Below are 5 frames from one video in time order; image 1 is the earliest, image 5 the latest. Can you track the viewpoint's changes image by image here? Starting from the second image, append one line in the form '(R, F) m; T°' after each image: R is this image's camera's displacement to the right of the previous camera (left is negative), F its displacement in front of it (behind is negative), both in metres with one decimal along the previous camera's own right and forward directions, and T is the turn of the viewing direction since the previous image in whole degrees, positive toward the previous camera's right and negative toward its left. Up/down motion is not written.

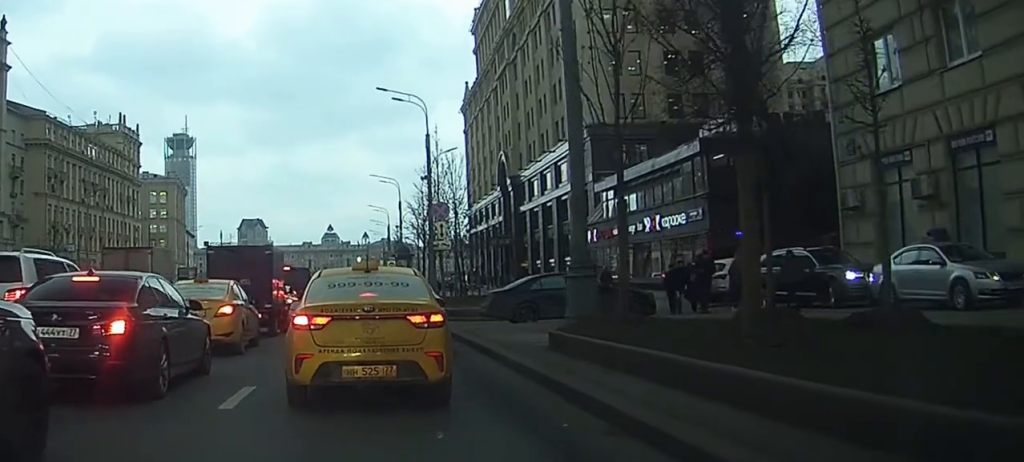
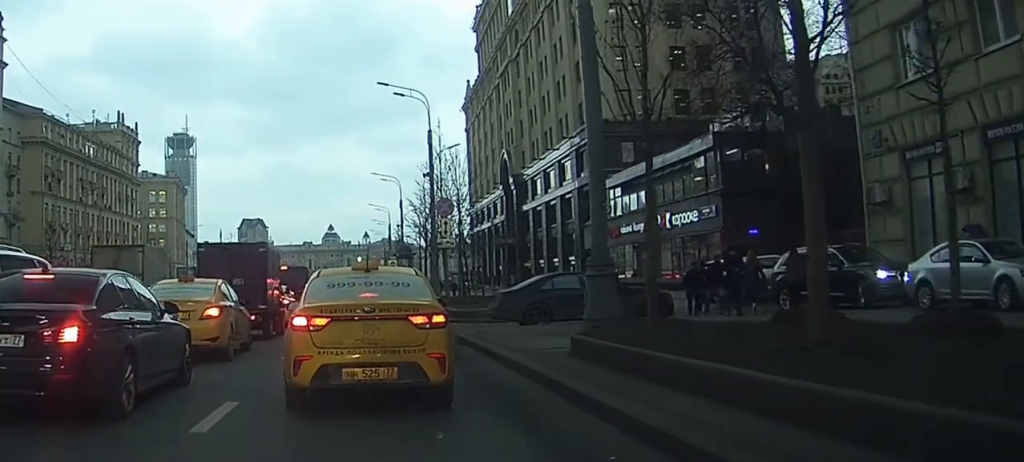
(0.0, +1.4) m; -3°
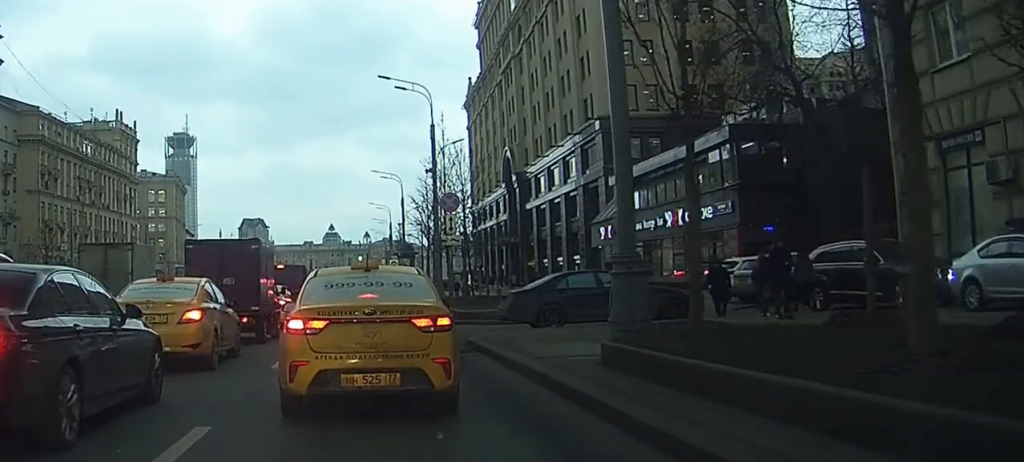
(0.0, +1.7) m; -2°
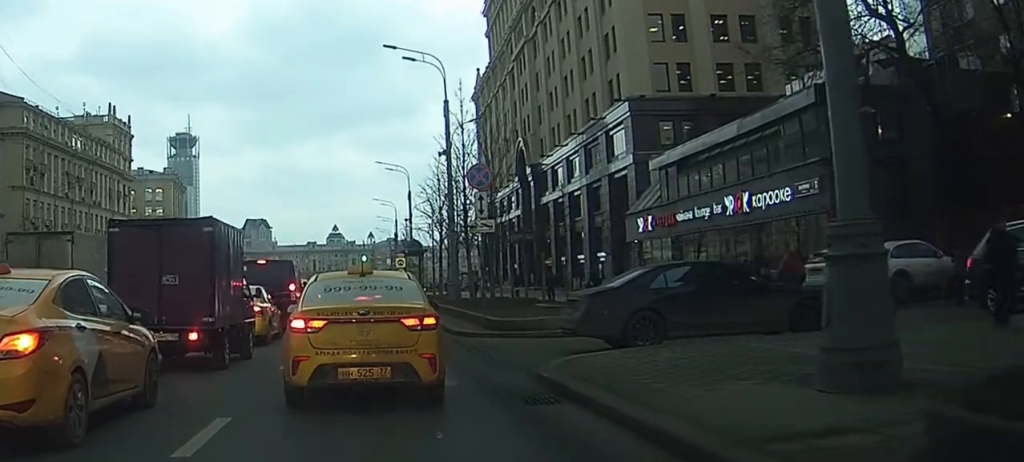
(-0.5, +8.0) m; -2°
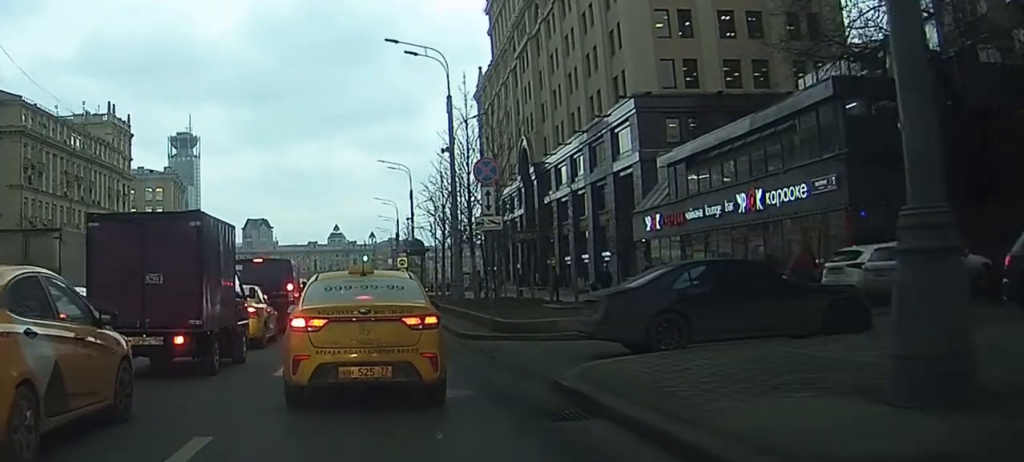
(0.0, +1.0) m; +2°
